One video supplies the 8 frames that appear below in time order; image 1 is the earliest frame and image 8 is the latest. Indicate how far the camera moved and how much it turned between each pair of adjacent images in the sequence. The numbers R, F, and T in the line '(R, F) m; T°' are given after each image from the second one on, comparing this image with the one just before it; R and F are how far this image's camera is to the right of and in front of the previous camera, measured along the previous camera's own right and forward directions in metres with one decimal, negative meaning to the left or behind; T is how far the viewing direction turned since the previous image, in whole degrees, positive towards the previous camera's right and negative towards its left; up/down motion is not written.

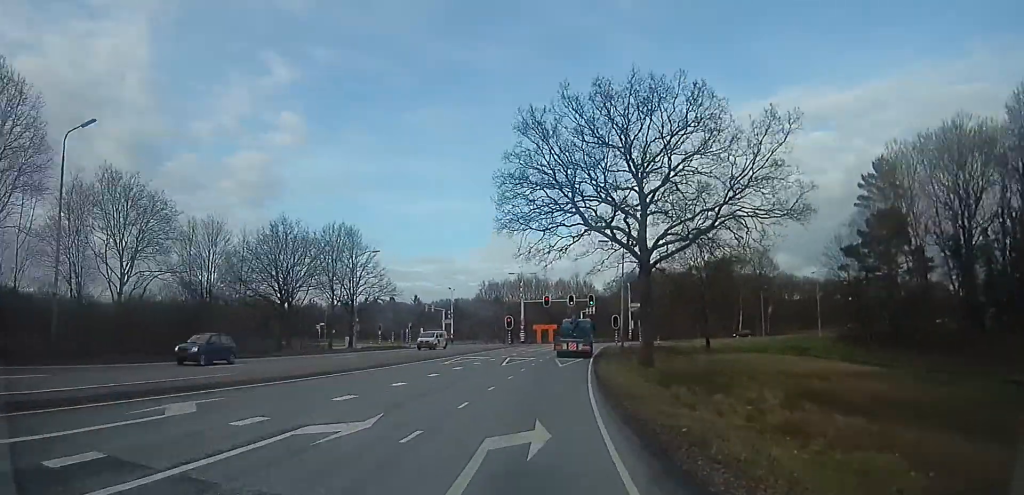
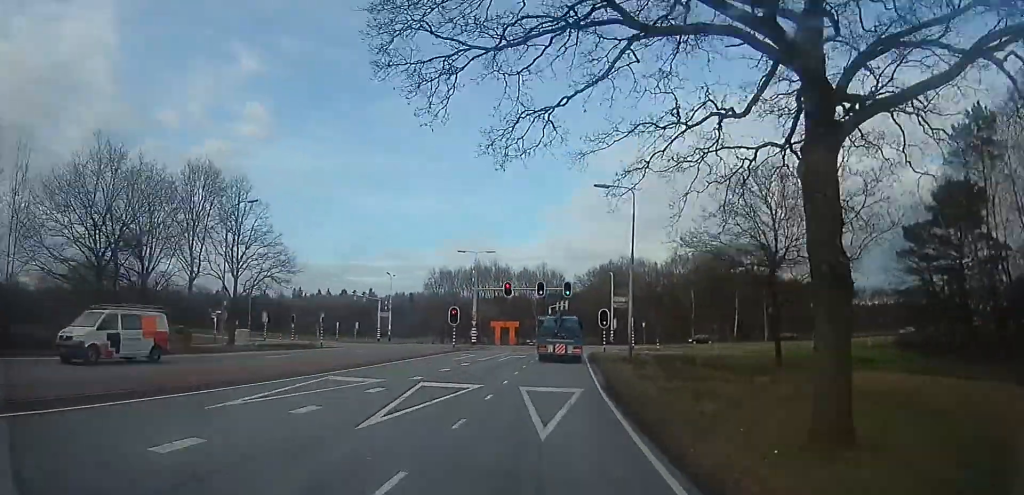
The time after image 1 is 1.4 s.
(+0.1, +18.7) m; +5°
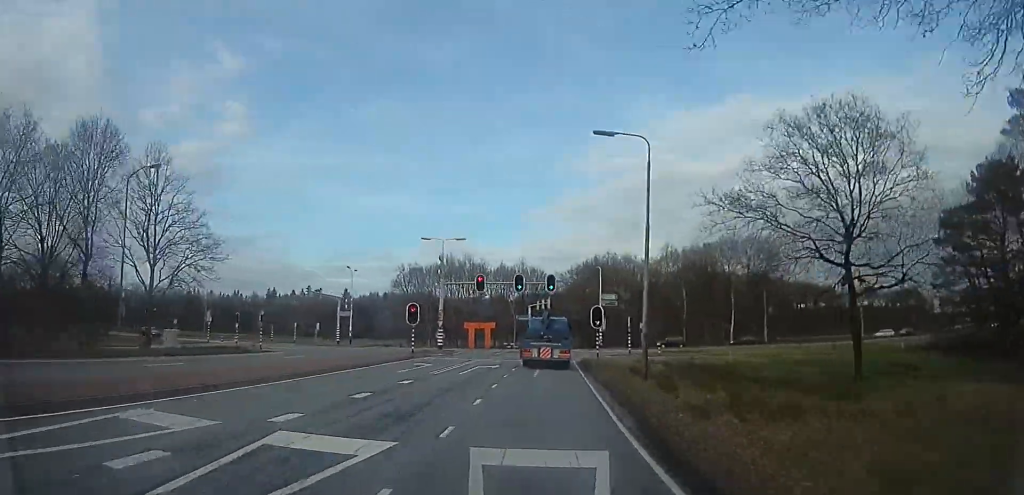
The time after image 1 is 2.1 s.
(+0.6, +8.4) m; +3°
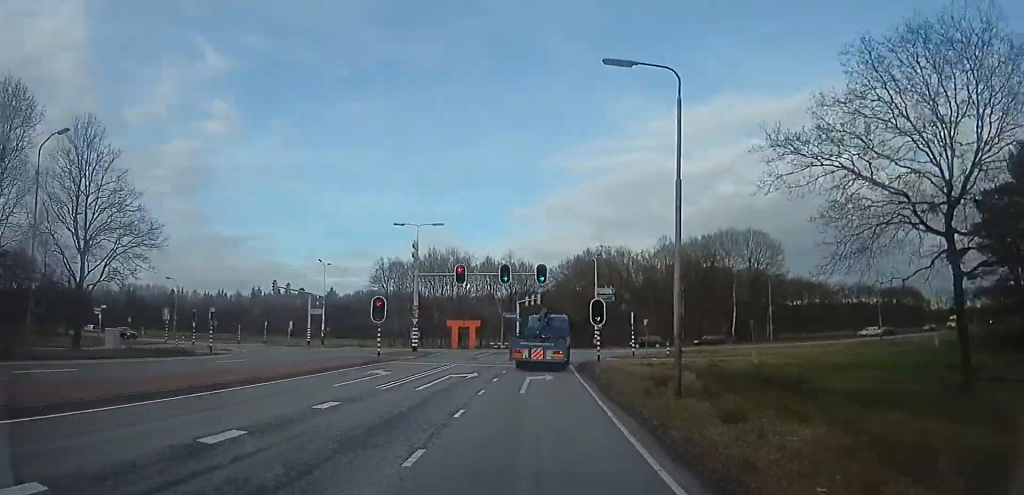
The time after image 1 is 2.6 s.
(+0.5, +6.2) m; +2°
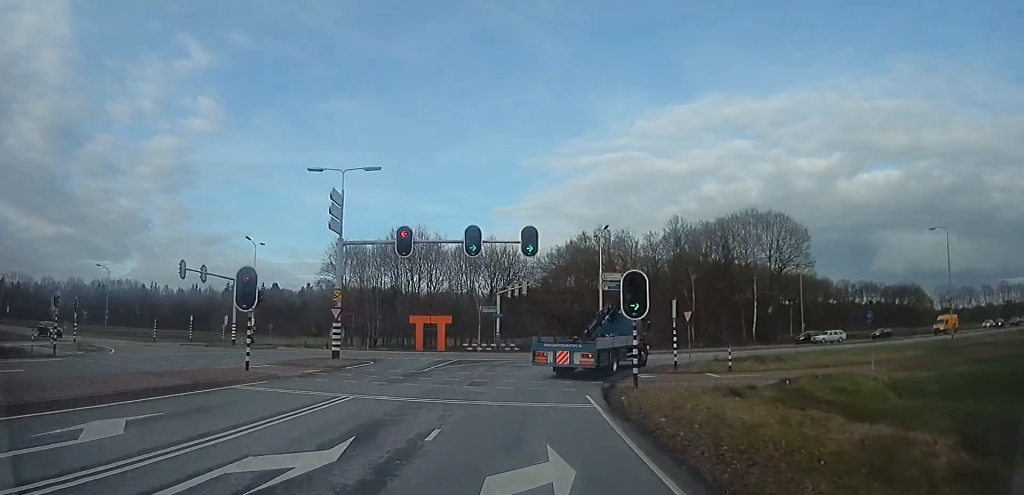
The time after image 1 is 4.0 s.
(-0.5, +15.0) m; -1°
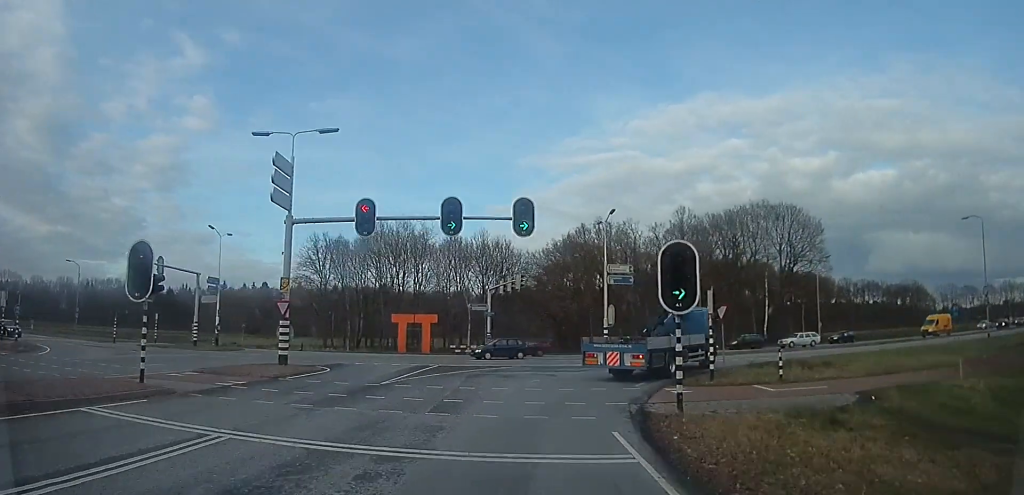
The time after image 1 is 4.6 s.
(+0.3, +6.0) m; -1°
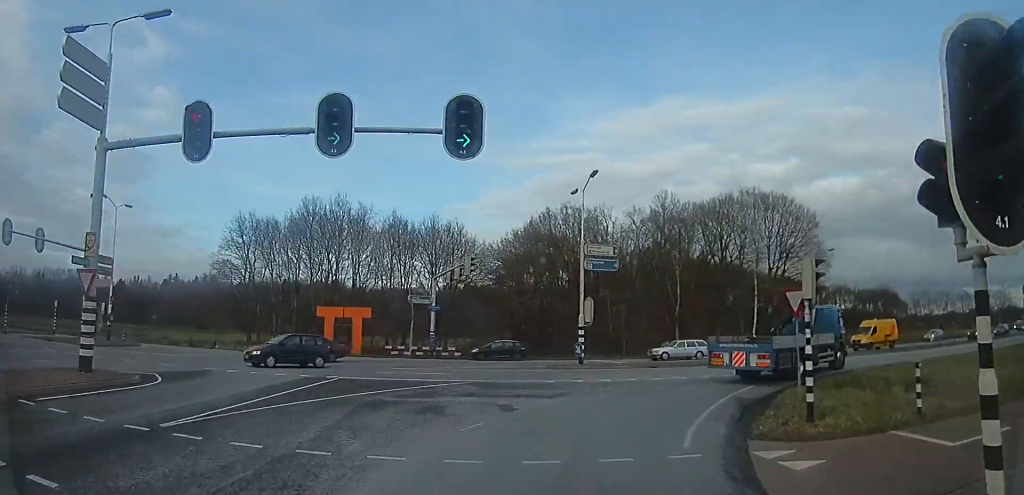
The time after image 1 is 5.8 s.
(-0.3, +9.6) m; +8°
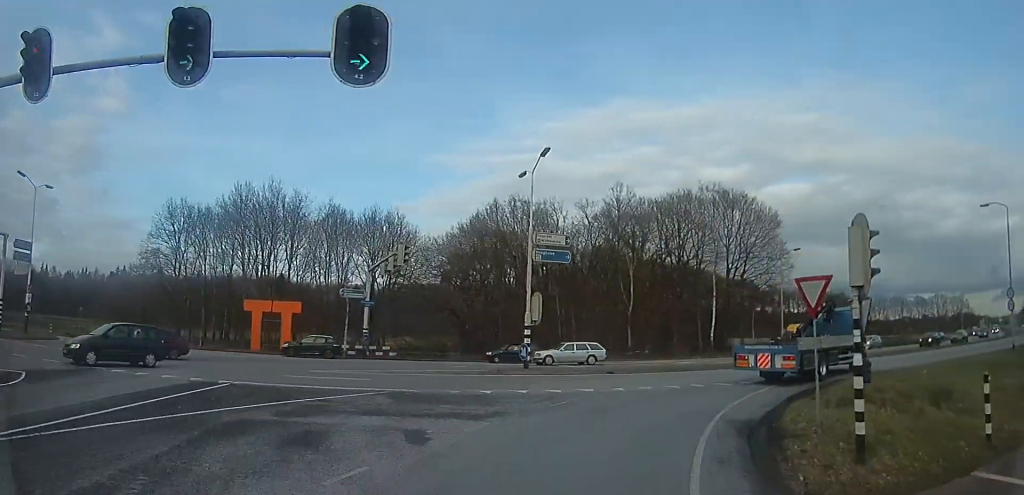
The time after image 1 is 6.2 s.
(+0.5, +3.5) m; +9°
